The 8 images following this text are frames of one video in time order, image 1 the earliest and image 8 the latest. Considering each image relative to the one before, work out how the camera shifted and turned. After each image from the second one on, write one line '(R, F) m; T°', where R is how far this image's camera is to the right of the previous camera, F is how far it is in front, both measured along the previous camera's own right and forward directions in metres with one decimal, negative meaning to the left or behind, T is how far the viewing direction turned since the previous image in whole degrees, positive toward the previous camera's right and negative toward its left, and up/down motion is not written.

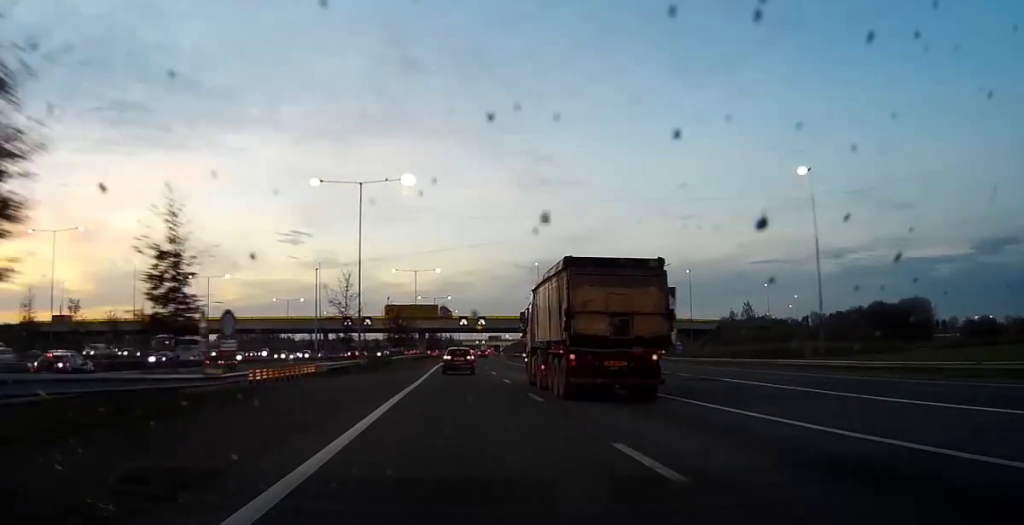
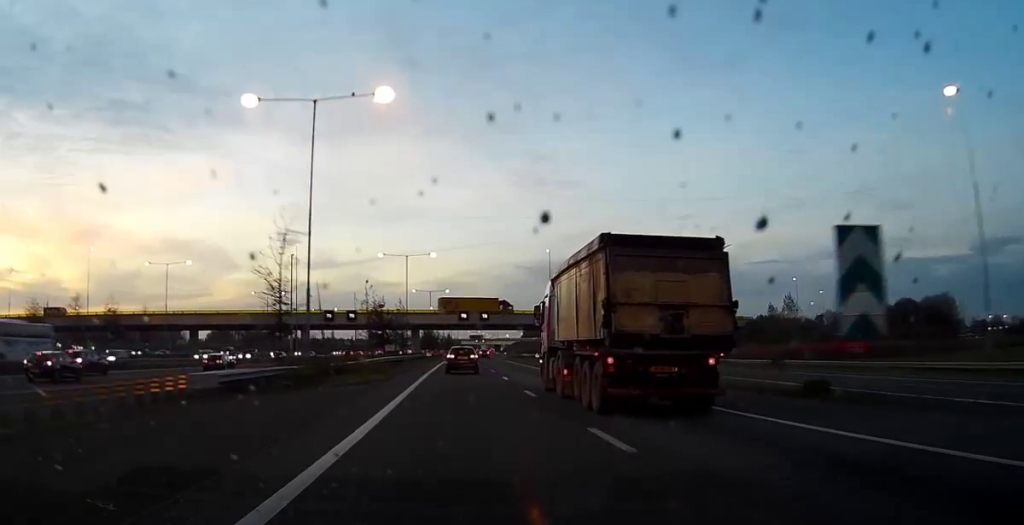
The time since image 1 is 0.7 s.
(0.0, +21.9) m; 0°
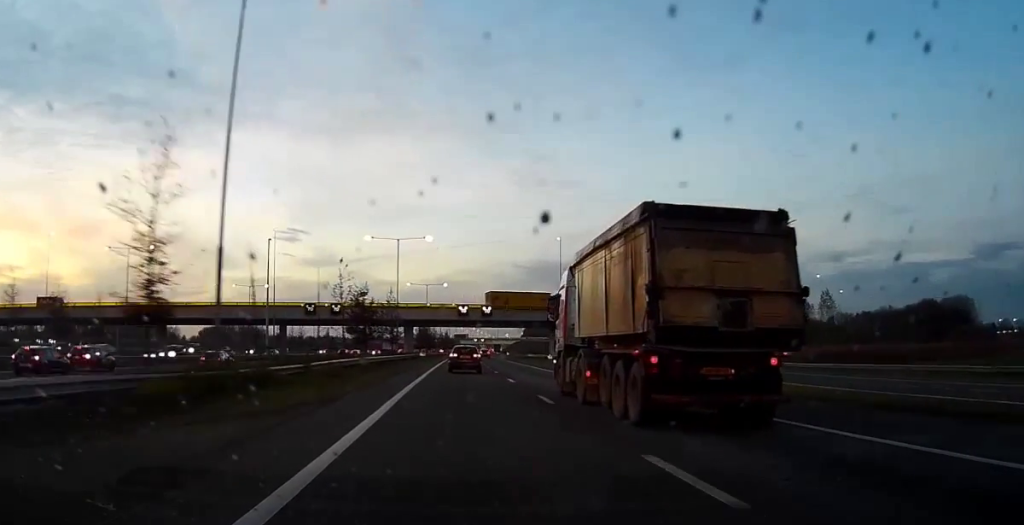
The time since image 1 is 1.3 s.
(0.0, +15.9) m; 0°
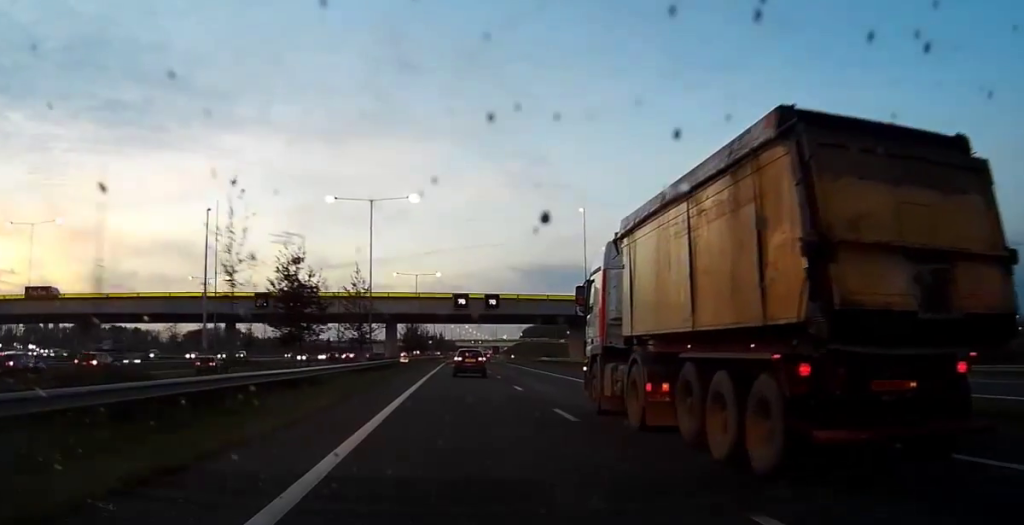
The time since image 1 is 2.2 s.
(0.0, +27.6) m; 0°
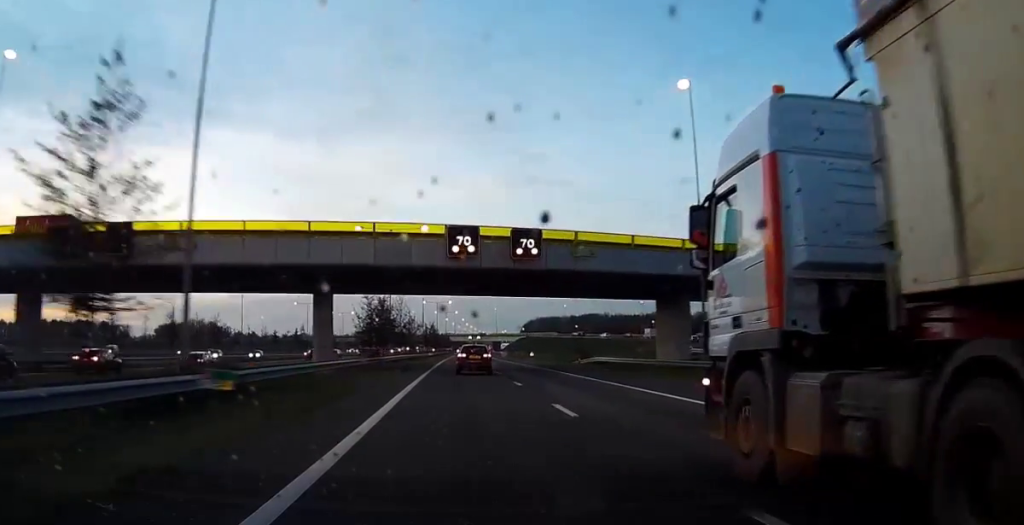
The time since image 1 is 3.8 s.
(+0.6, +47.9) m; +1°
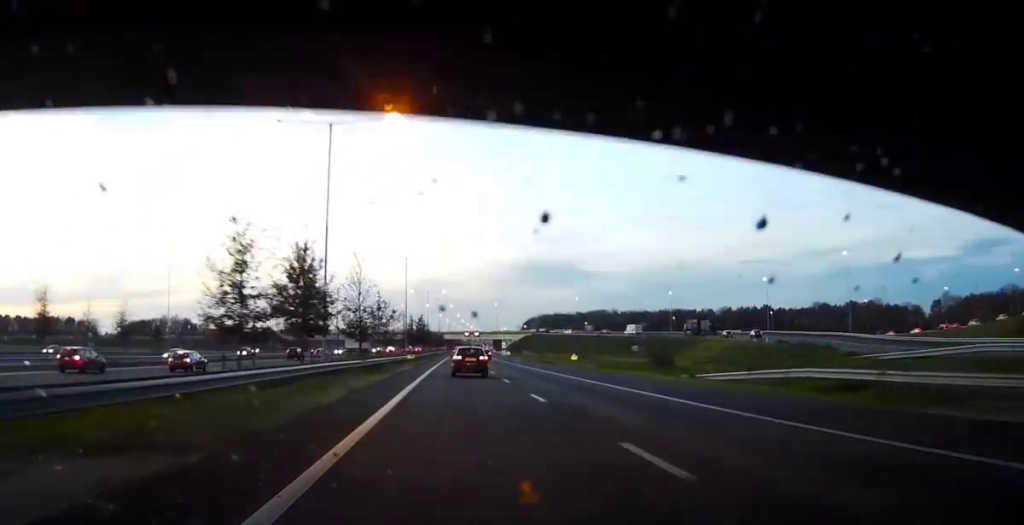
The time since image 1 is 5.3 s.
(+0.2, +43.3) m; 0°
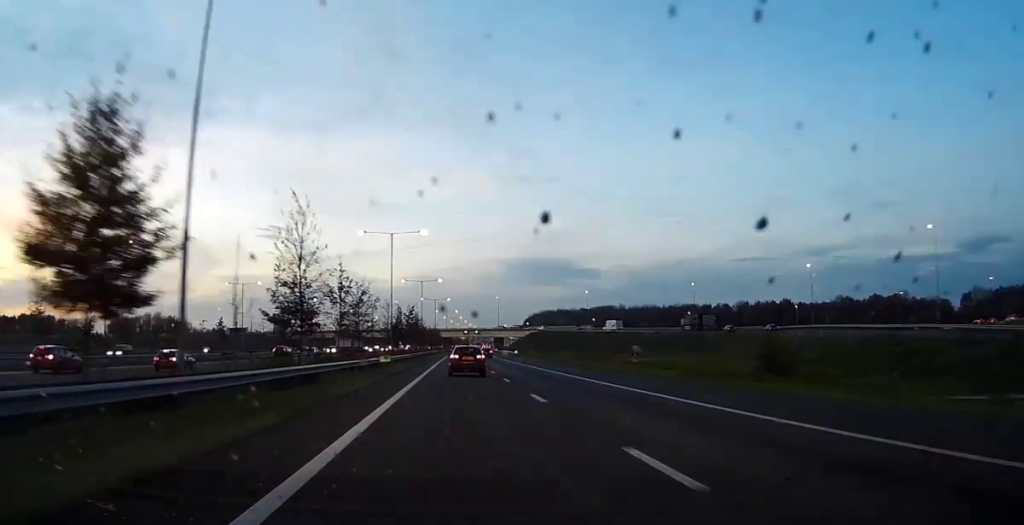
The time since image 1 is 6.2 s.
(-0.1, +24.6) m; 0°
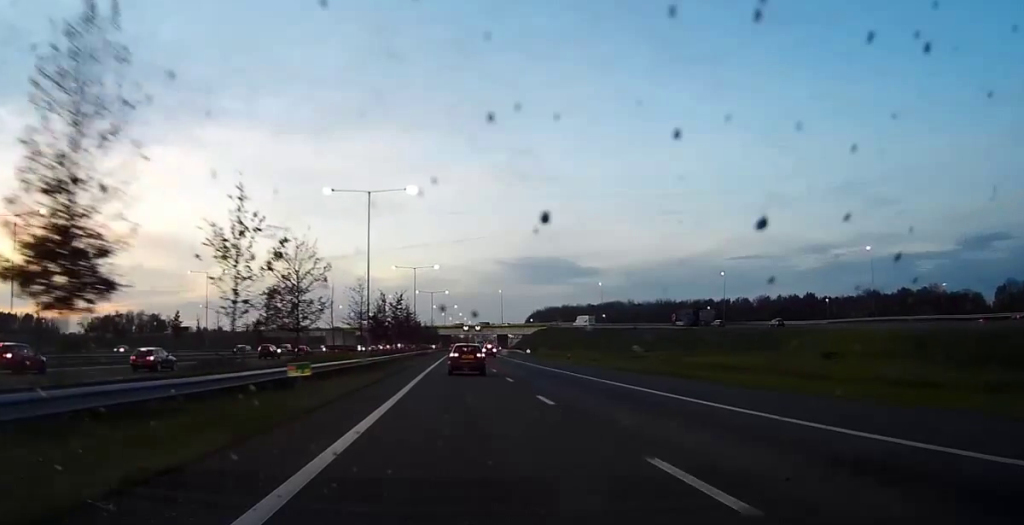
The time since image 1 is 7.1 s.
(+0.2, +25.1) m; 0°
